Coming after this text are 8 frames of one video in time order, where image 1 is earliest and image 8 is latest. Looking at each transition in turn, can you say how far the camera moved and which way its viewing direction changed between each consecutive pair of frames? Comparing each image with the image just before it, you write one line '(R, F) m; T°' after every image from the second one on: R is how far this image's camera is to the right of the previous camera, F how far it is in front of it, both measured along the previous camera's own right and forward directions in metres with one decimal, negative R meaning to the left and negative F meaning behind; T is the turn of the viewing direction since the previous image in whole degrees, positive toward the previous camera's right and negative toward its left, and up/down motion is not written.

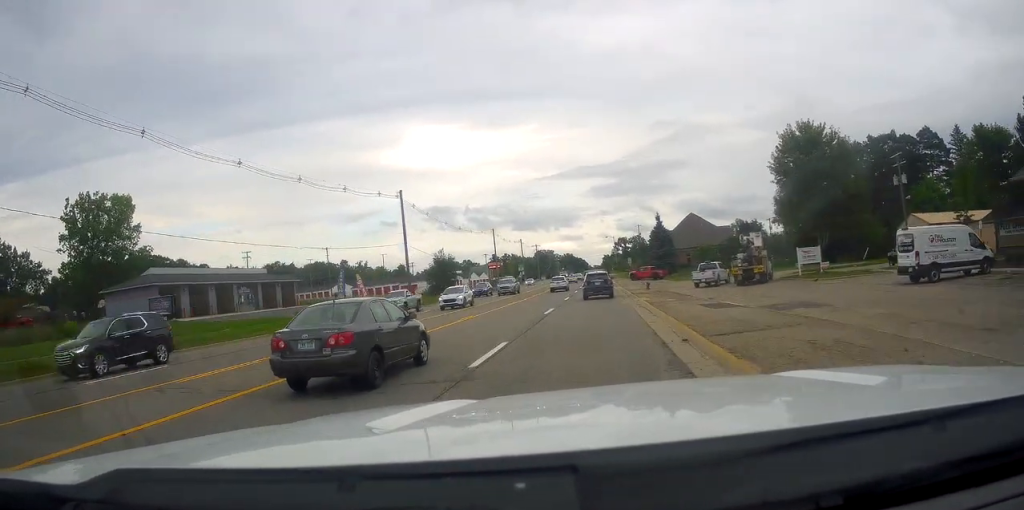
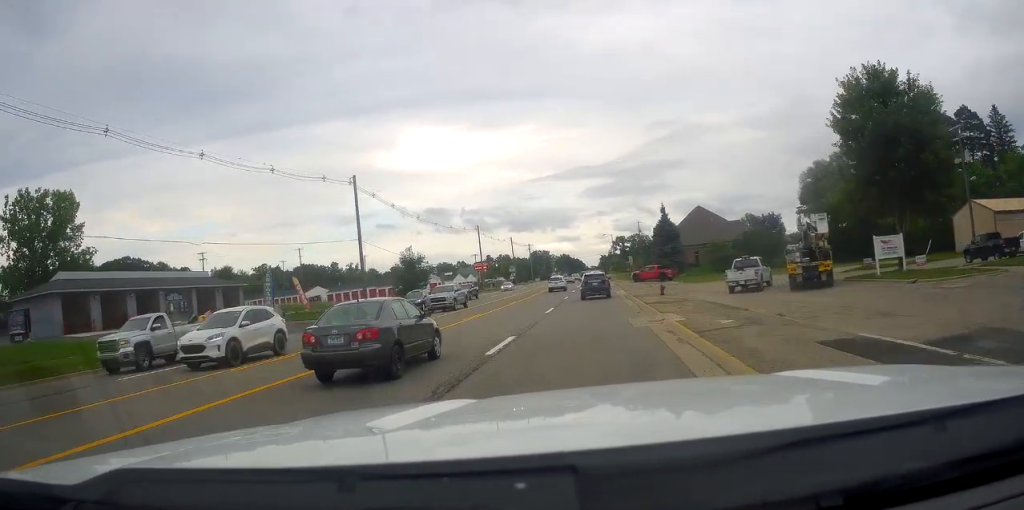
(0.0, +13.1) m; -1°
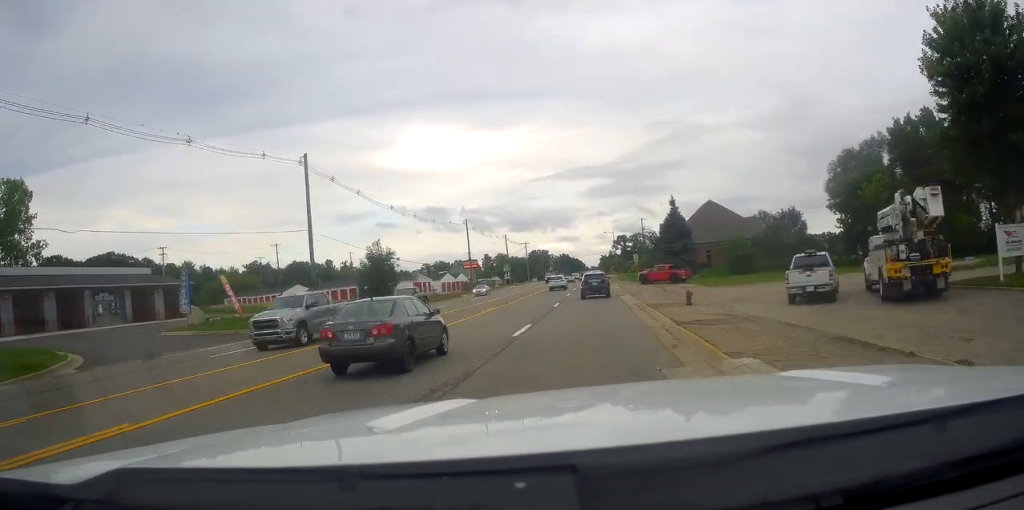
(0.0, +10.6) m; -1°
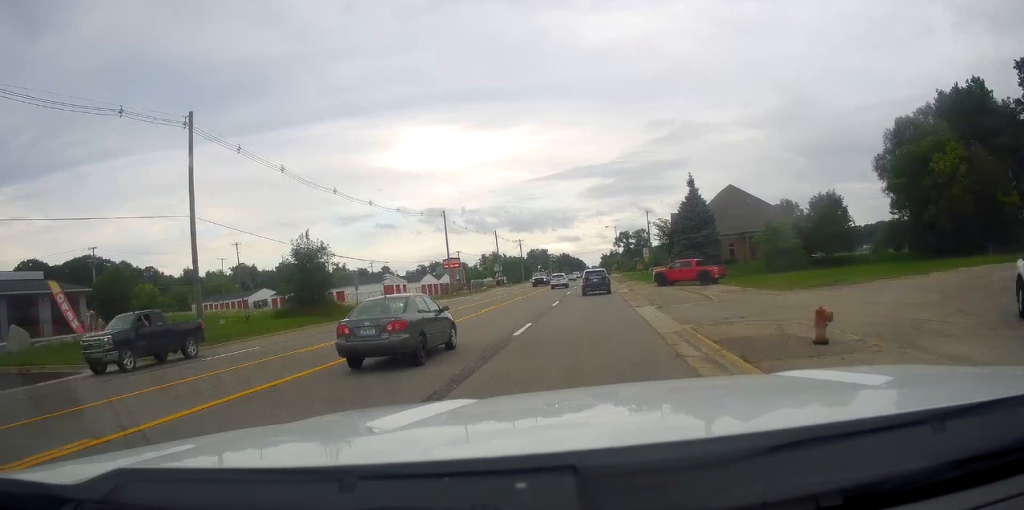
(-0.3, +15.8) m; +1°
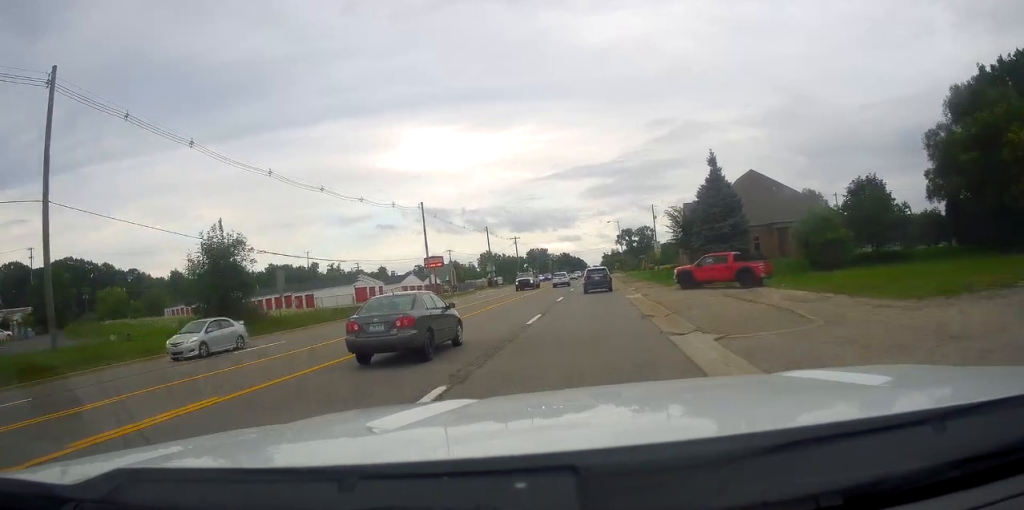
(+0.2, +11.9) m; +1°
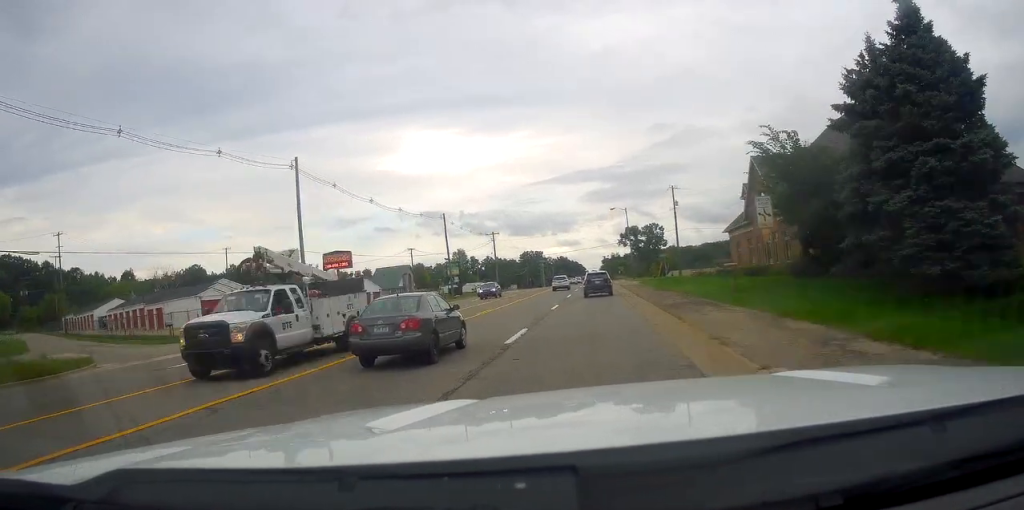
(+0.4, +34.7) m; -1°
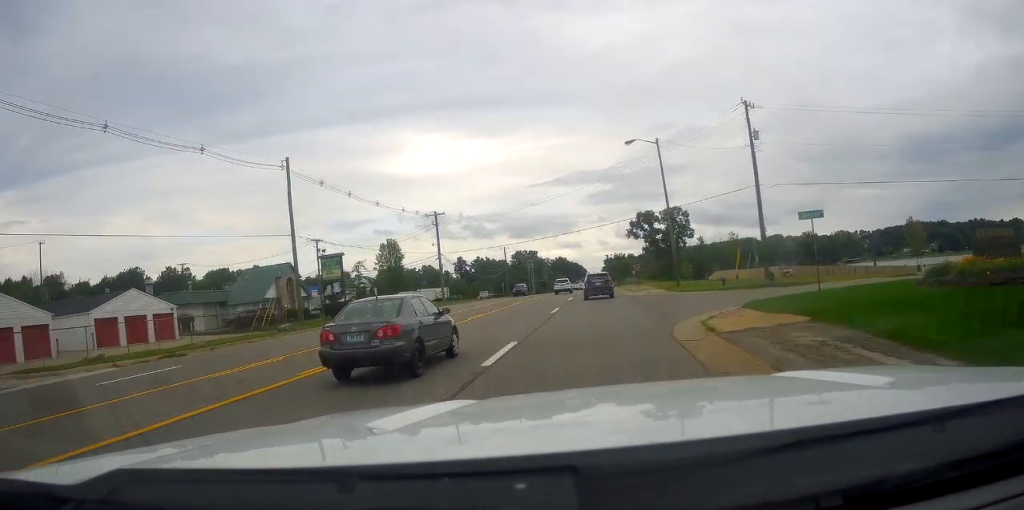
(0.0, +48.7) m; 0°
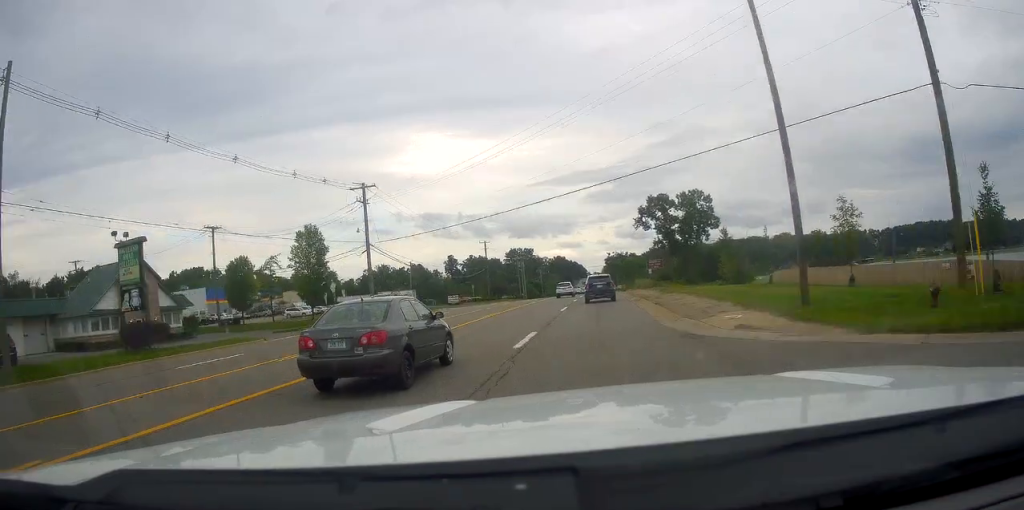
(-0.2, +27.9) m; -1°
